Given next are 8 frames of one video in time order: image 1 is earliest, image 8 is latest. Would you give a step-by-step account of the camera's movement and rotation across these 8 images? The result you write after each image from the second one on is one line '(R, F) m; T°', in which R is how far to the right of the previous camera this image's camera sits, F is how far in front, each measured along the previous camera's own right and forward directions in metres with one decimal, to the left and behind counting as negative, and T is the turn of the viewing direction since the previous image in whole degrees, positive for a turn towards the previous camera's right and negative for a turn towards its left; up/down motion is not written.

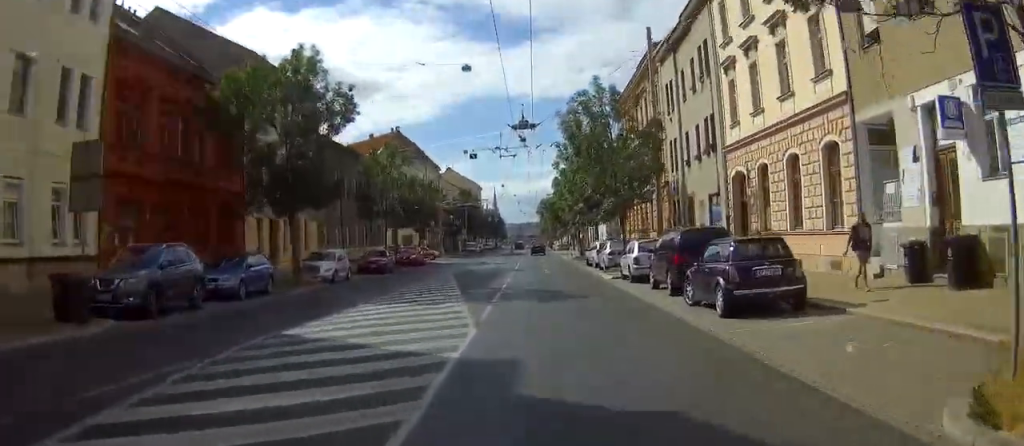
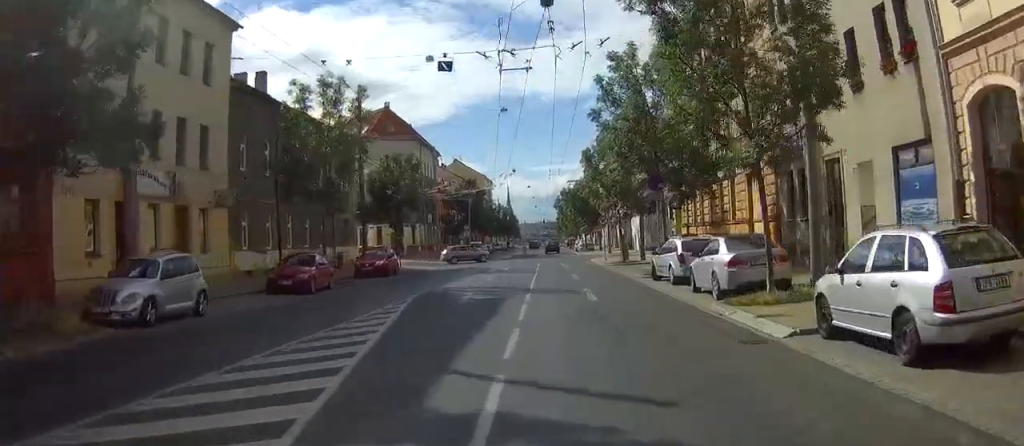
(0.0, +17.8) m; 0°
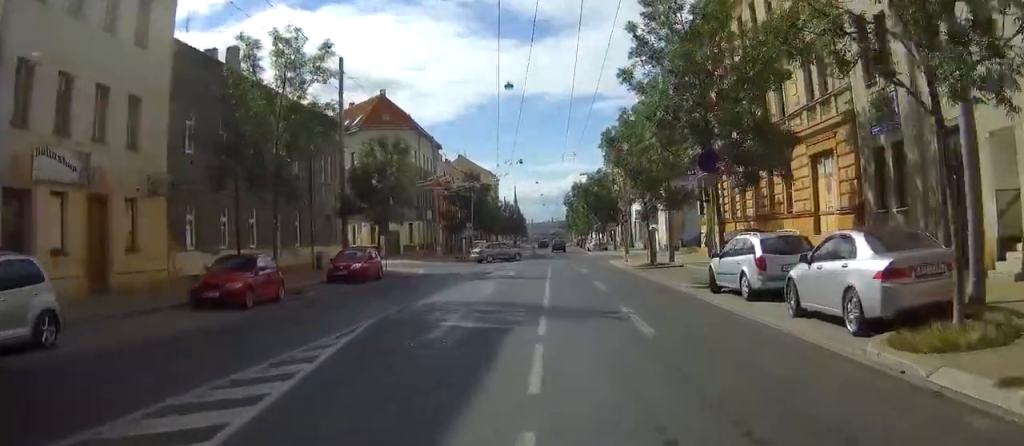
(0.0, +6.9) m; 0°
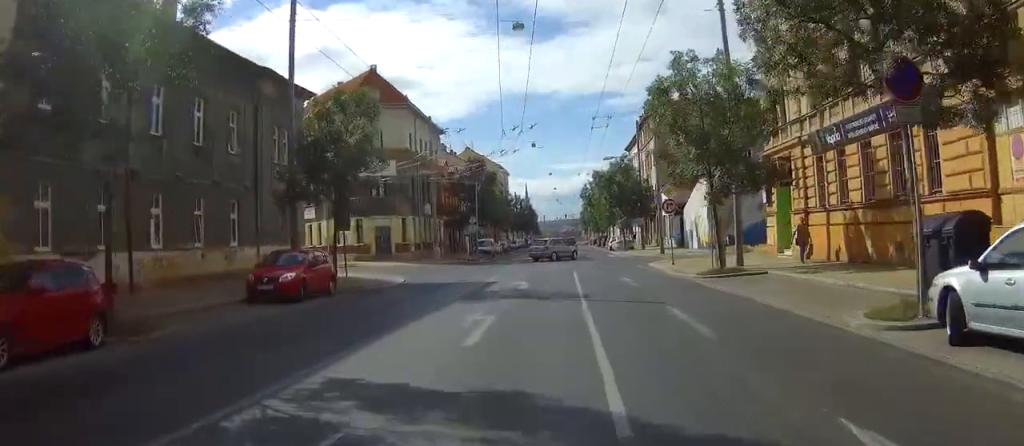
(0.0, +11.0) m; -1°
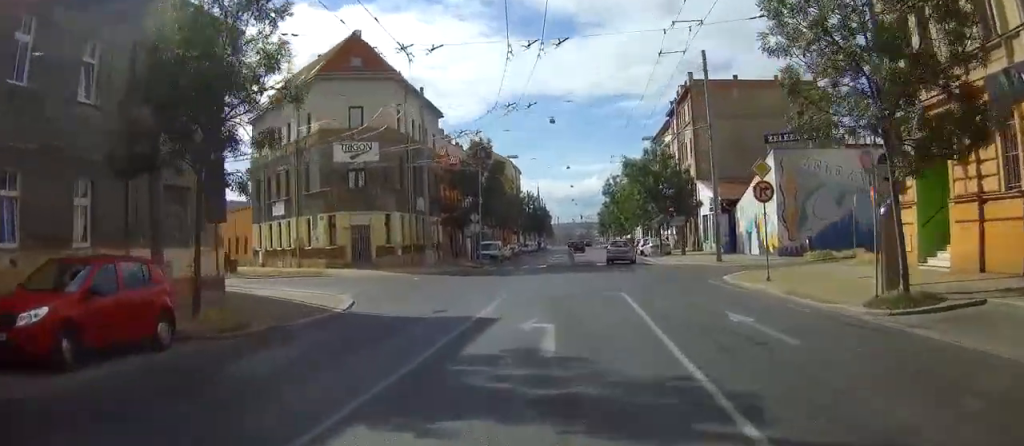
(-0.2, +13.5) m; -1°
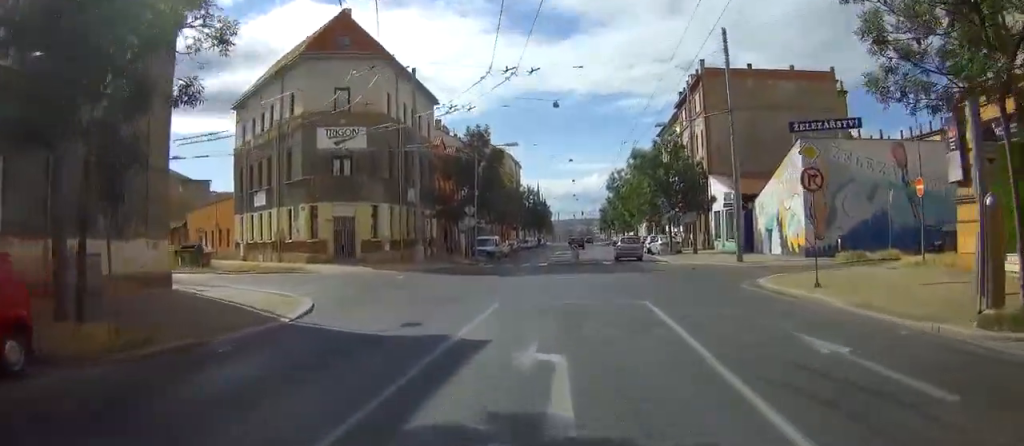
(0.0, +4.6) m; 0°
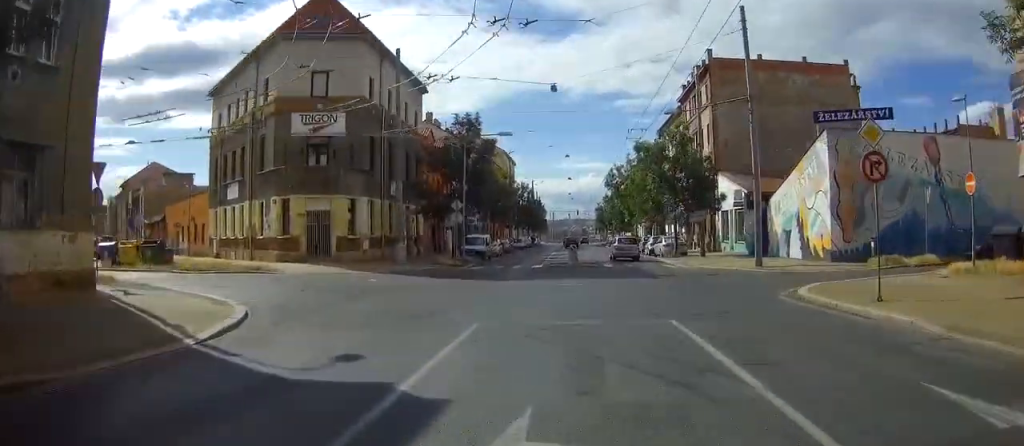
(0.0, +4.8) m; +1°
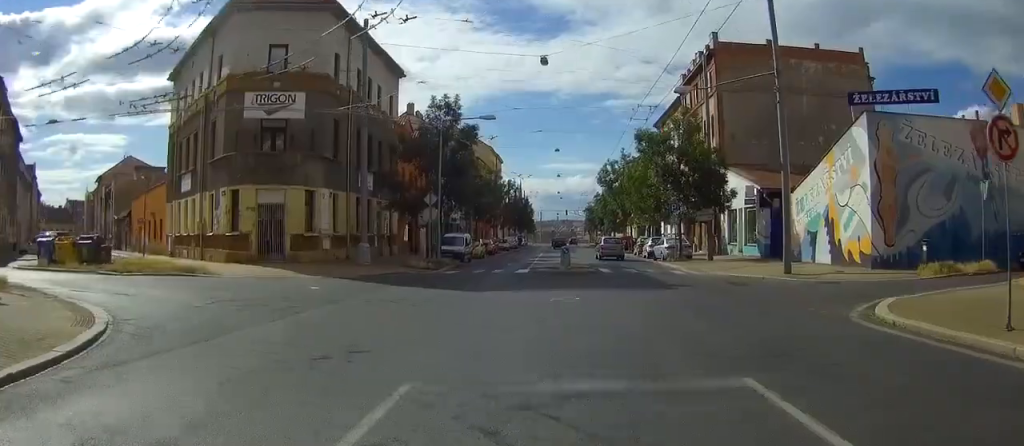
(0.0, +6.3) m; +4°
